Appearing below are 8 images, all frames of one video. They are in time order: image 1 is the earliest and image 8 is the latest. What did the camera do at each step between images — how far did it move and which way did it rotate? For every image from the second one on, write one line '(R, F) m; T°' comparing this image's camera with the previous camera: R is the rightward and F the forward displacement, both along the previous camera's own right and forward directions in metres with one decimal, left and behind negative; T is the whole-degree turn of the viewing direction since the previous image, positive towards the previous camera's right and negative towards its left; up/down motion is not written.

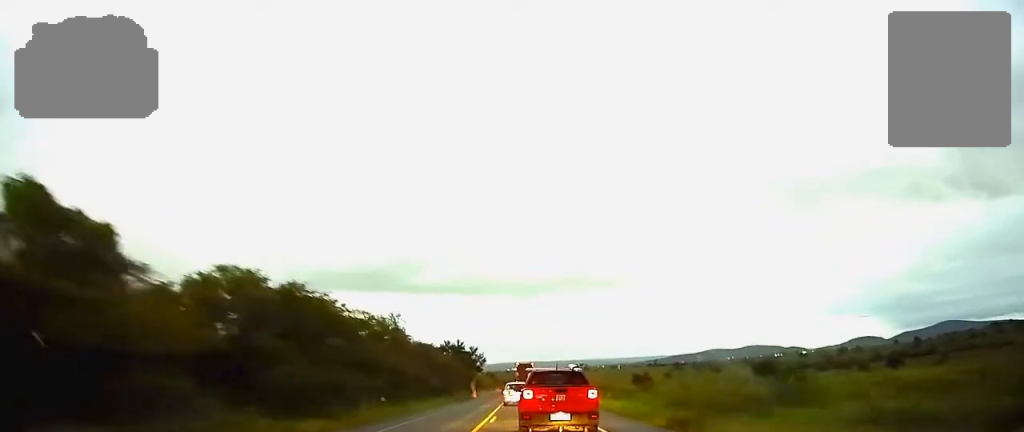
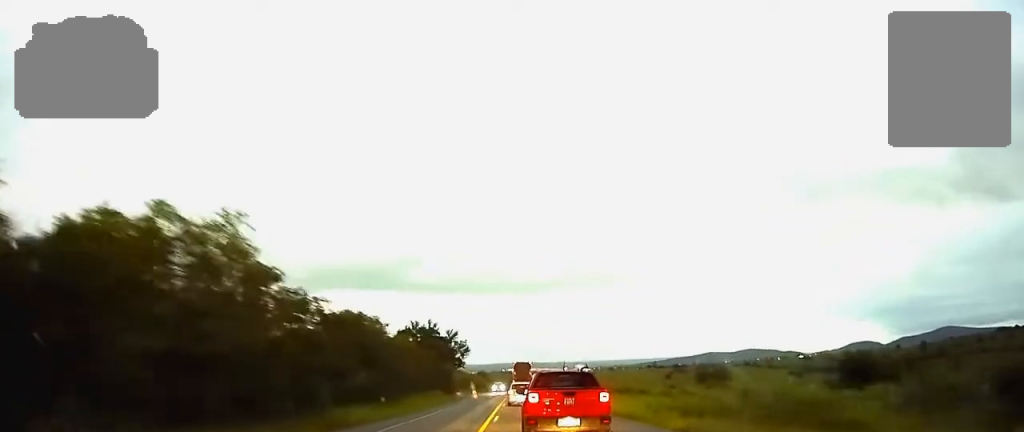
(0.0, +32.6) m; 0°
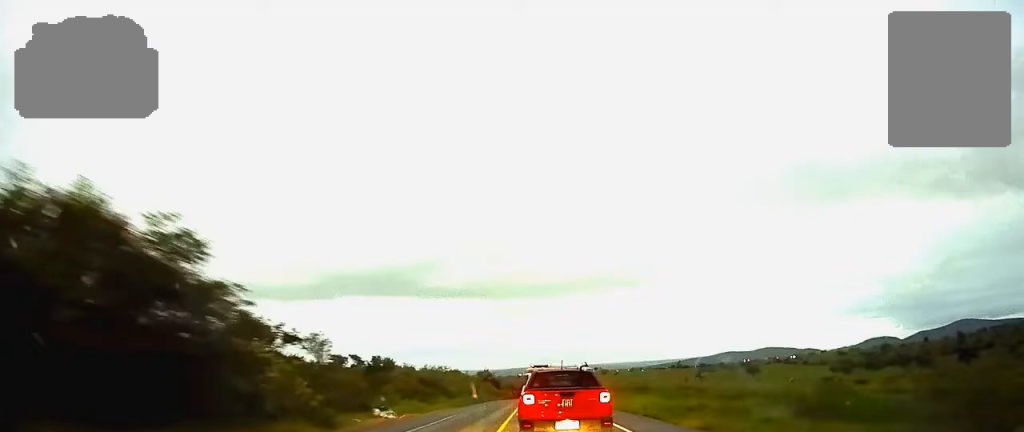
(-0.2, +76.2) m; -2°
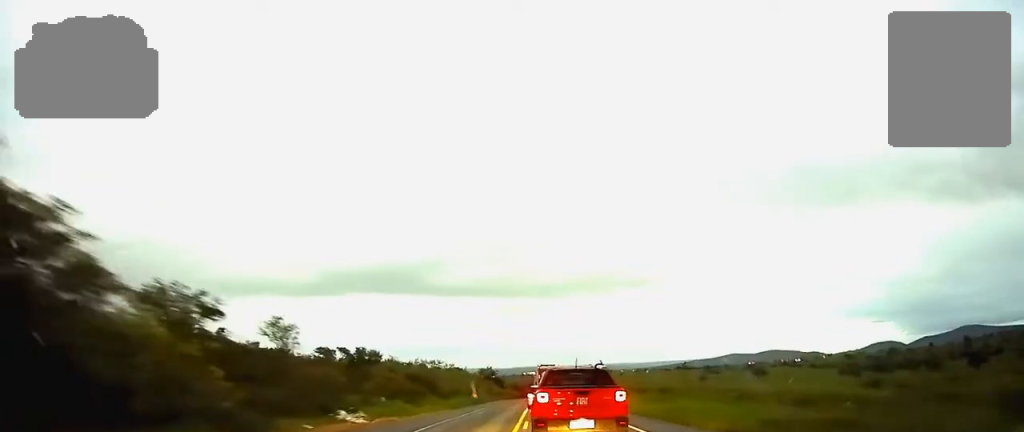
(-0.1, +10.5) m; 0°
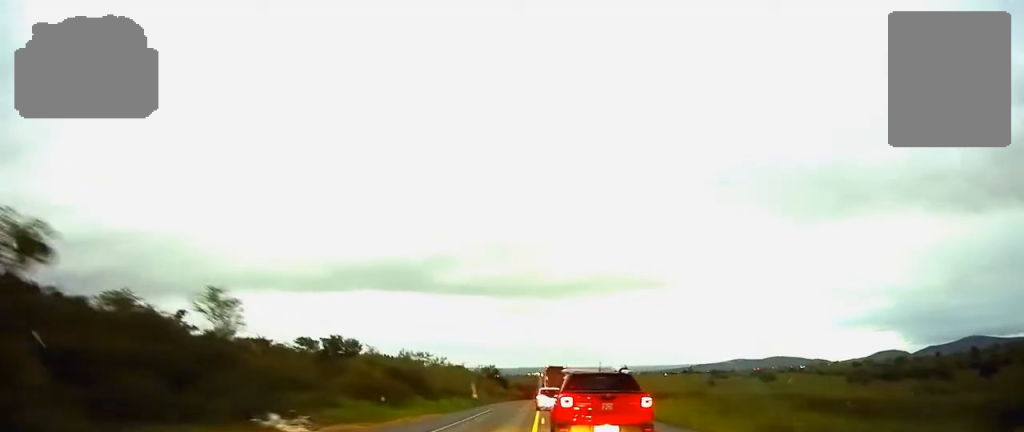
(0.0, +11.5) m; 0°
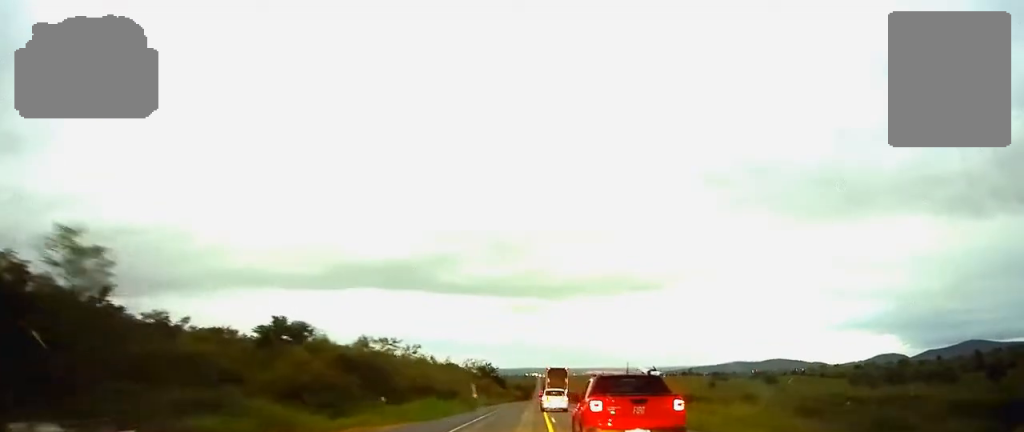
(0.0, +14.2) m; 0°
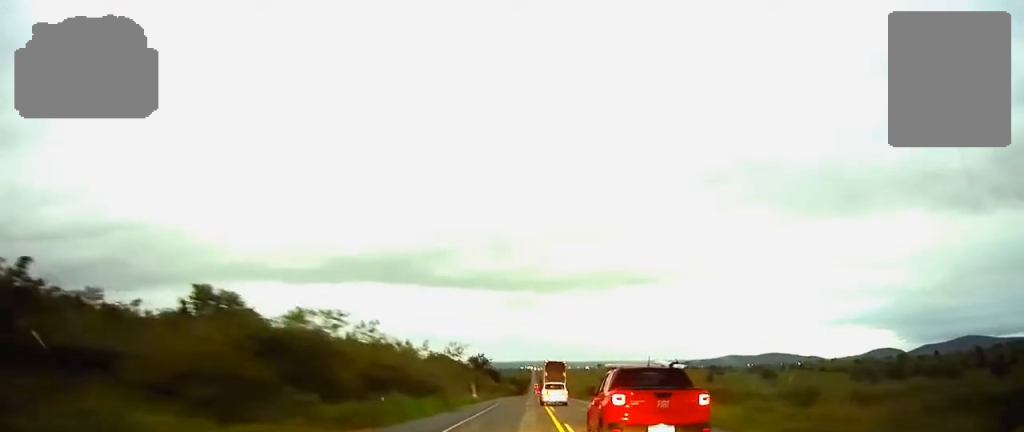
(0.0, +11.1) m; 0°
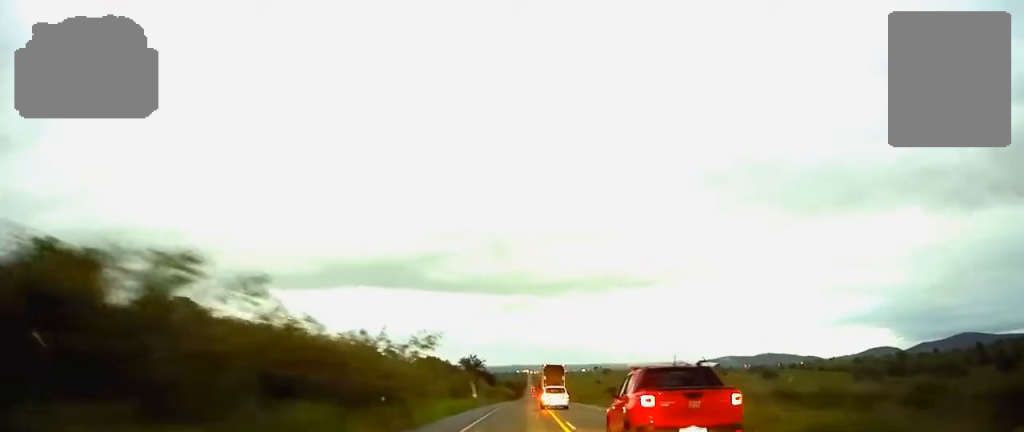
(0.0, +13.1) m; 0°
